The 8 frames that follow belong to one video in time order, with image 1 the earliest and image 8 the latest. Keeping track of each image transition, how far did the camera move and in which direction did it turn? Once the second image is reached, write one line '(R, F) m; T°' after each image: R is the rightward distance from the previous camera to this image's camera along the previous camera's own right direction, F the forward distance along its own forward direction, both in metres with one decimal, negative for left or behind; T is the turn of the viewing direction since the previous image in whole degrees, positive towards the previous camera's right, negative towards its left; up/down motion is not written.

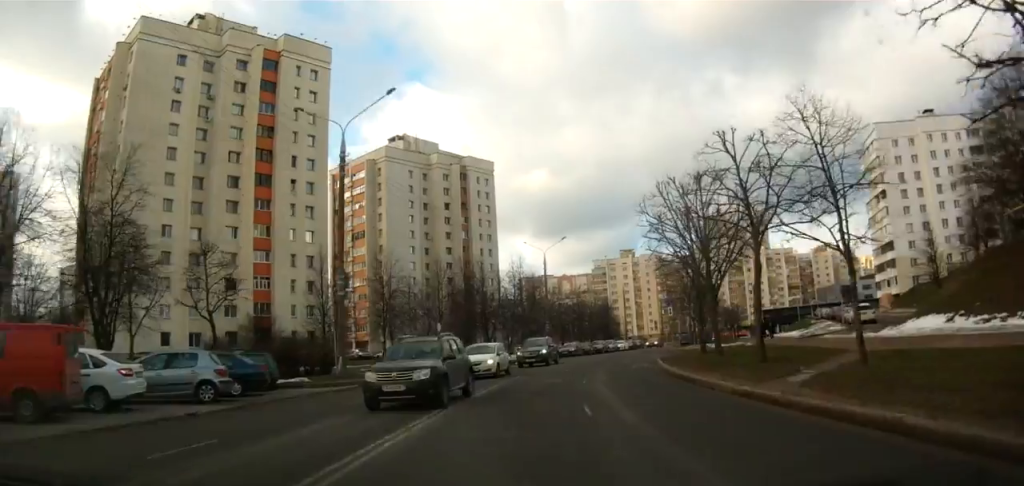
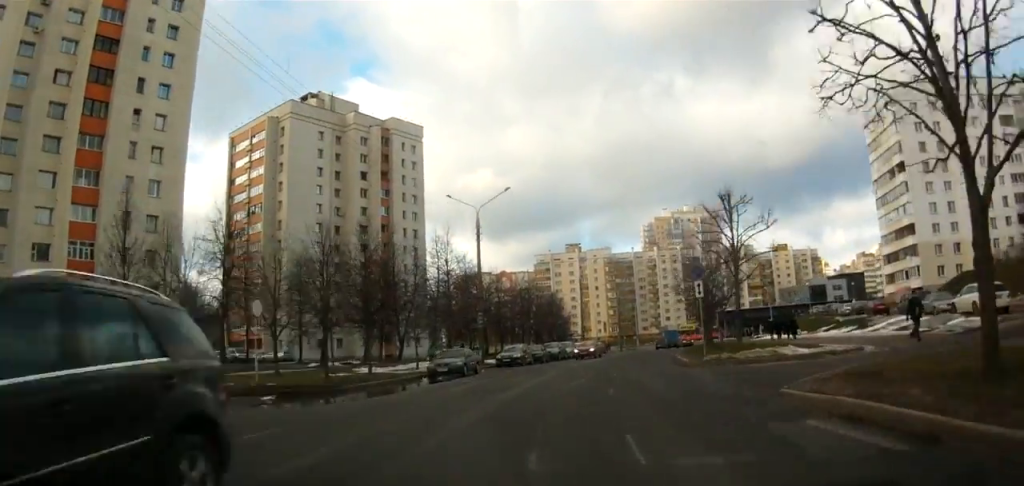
(-0.1, +22.5) m; +3°
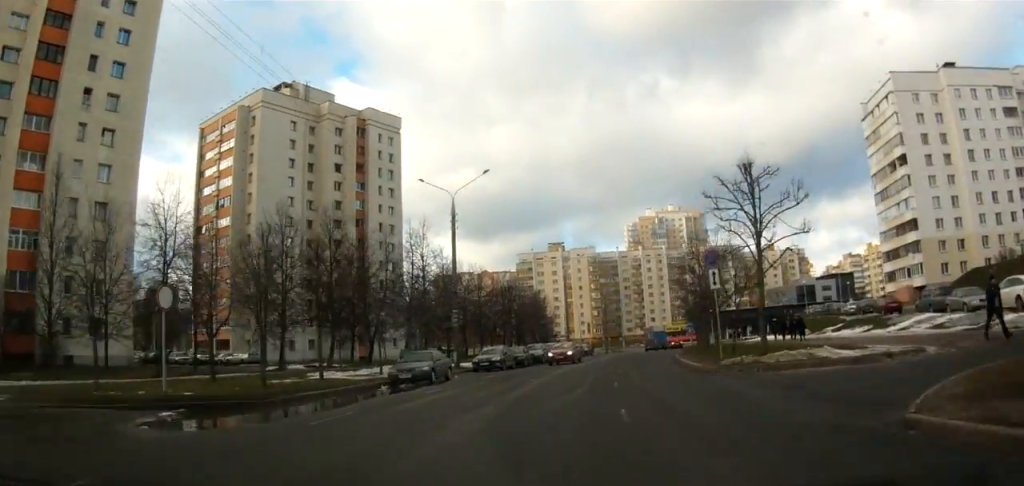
(+0.1, +4.8) m; +2°
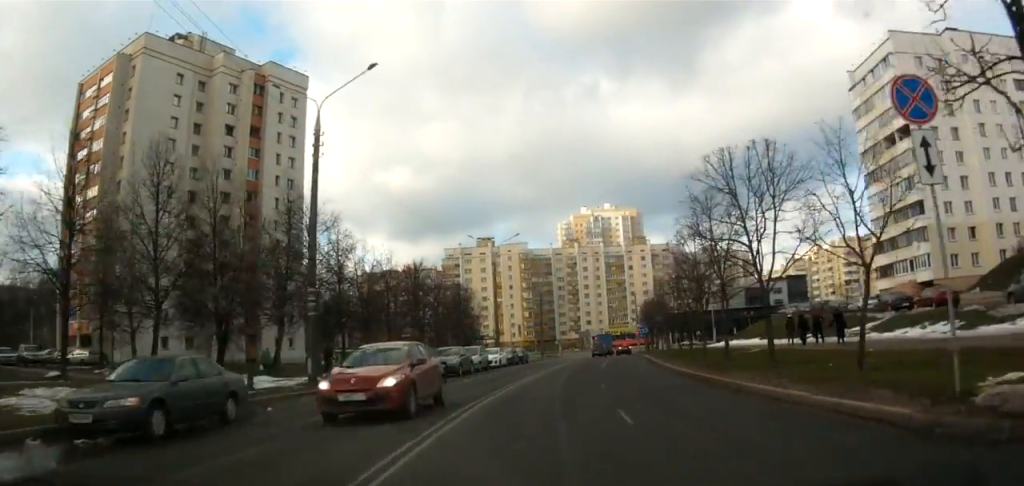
(+1.0, +16.1) m; +6°
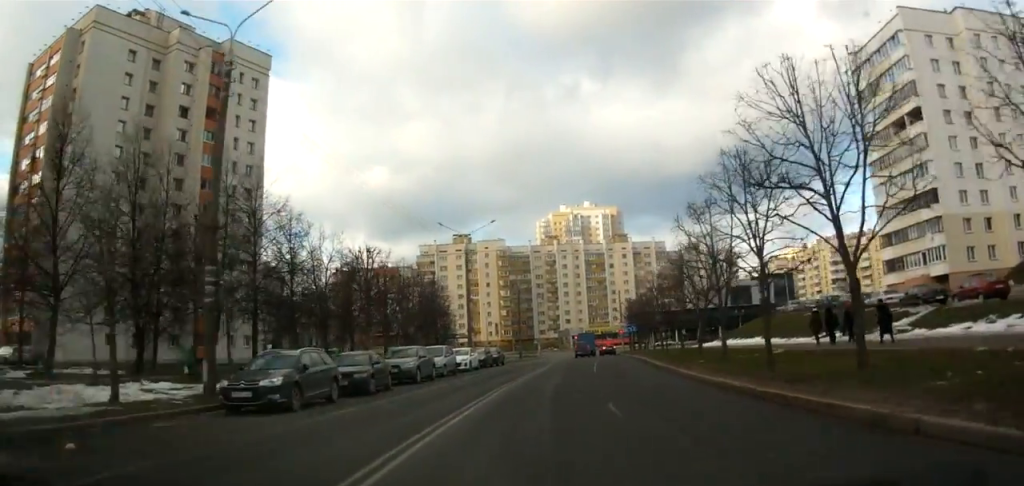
(+0.1, +6.4) m; +1°
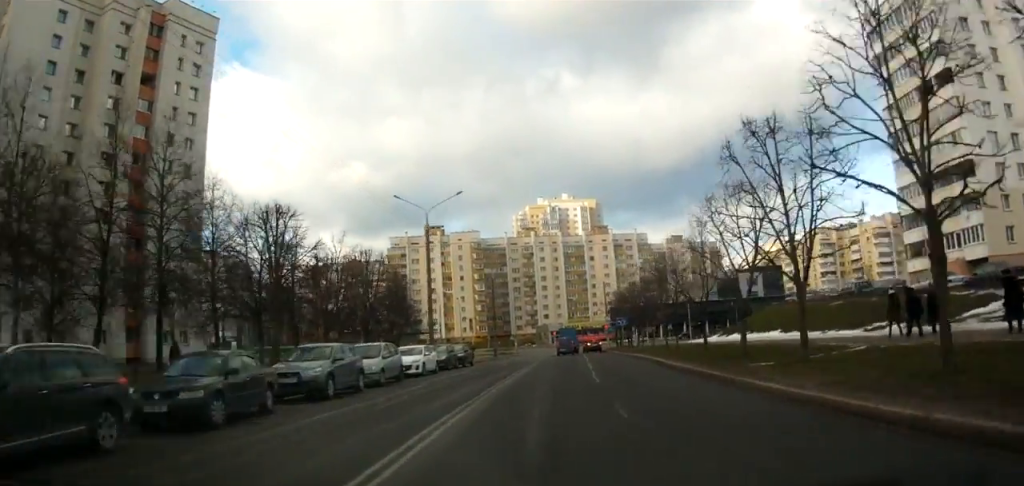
(0.0, +9.3) m; 0°
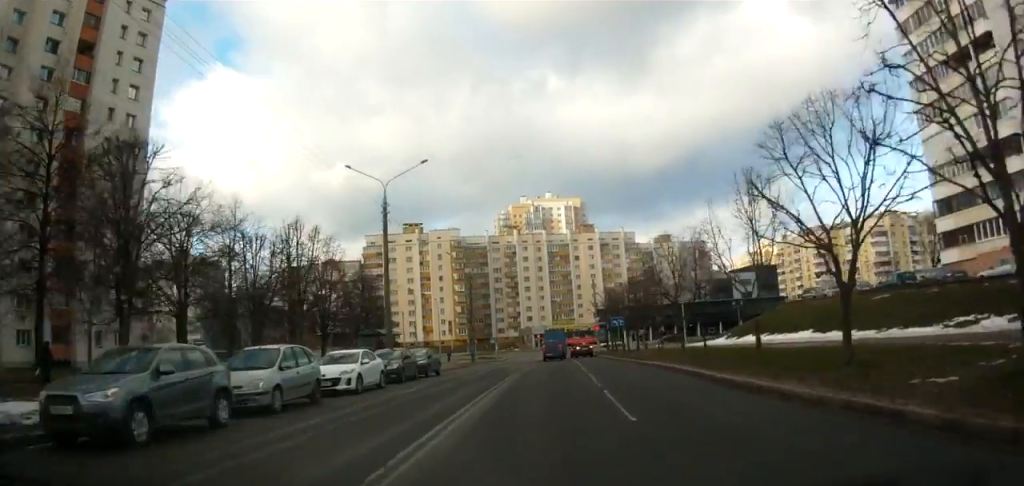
(0.0, +8.6) m; +1°
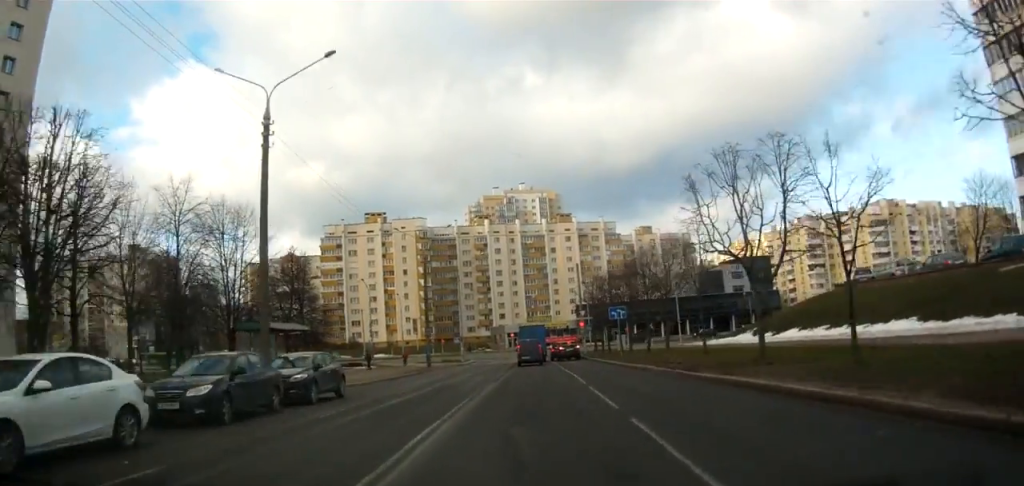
(+0.3, +13.7) m; +2°
